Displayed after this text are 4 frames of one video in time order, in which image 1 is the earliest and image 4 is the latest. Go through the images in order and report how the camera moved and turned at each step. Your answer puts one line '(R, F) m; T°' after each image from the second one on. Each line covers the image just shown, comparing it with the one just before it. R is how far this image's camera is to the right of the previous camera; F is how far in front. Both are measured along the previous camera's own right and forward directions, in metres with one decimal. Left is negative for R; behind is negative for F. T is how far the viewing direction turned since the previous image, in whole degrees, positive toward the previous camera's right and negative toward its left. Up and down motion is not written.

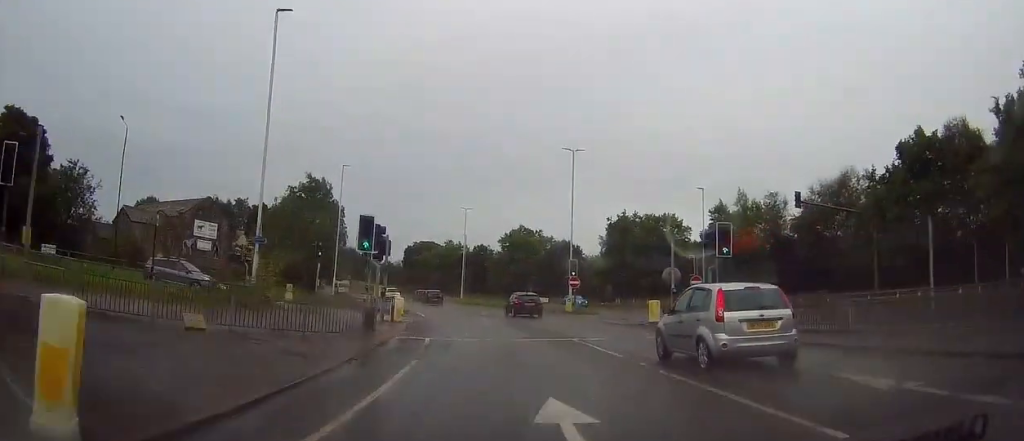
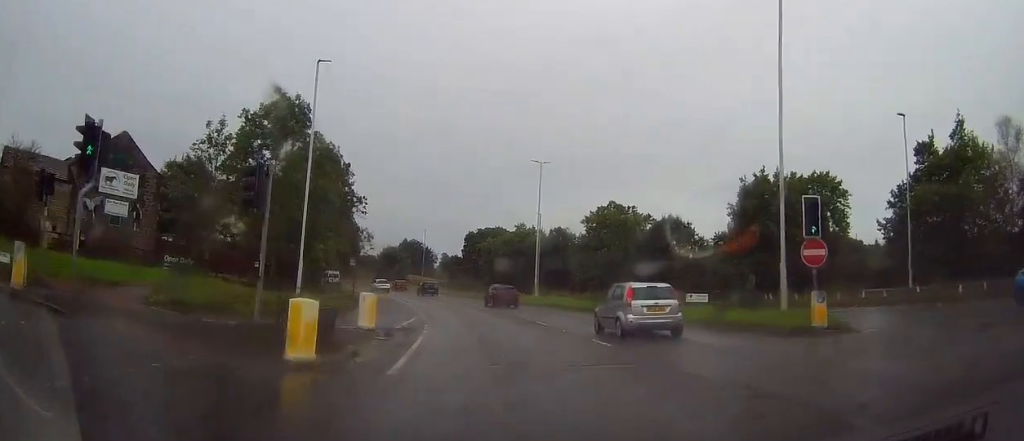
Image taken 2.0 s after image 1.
(-0.9, +28.0) m; -6°
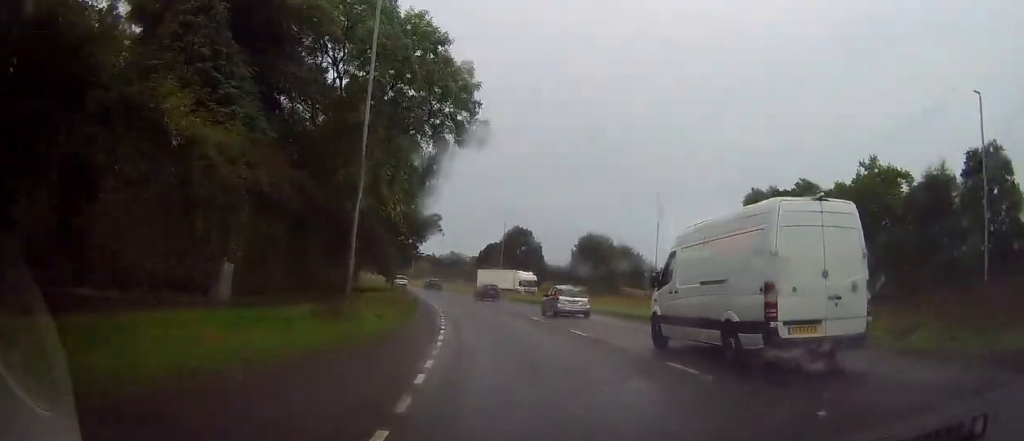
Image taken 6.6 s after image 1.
(-10.4, +67.4) m; -17°
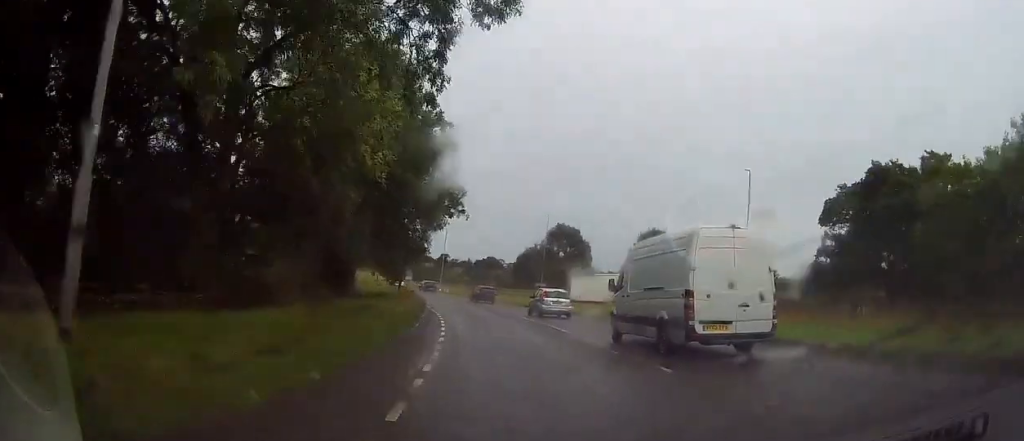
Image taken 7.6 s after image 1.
(-0.5, +16.4) m; -3°
